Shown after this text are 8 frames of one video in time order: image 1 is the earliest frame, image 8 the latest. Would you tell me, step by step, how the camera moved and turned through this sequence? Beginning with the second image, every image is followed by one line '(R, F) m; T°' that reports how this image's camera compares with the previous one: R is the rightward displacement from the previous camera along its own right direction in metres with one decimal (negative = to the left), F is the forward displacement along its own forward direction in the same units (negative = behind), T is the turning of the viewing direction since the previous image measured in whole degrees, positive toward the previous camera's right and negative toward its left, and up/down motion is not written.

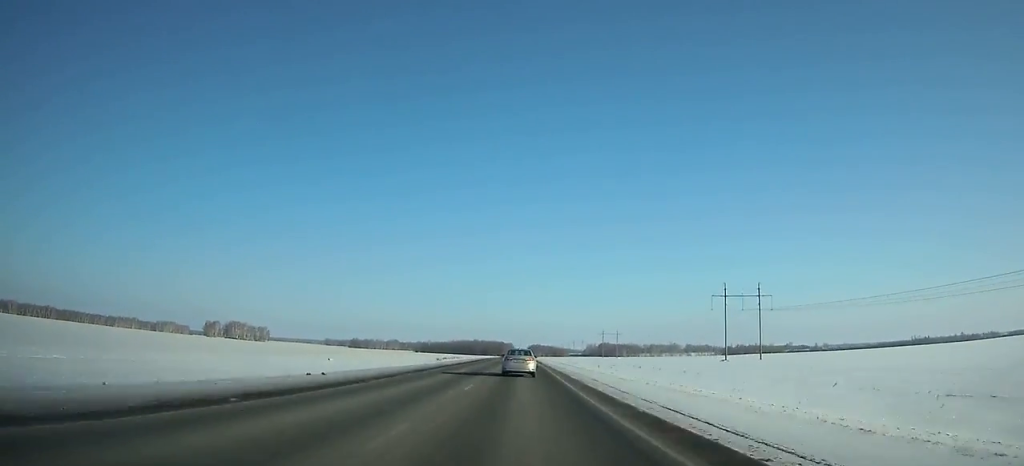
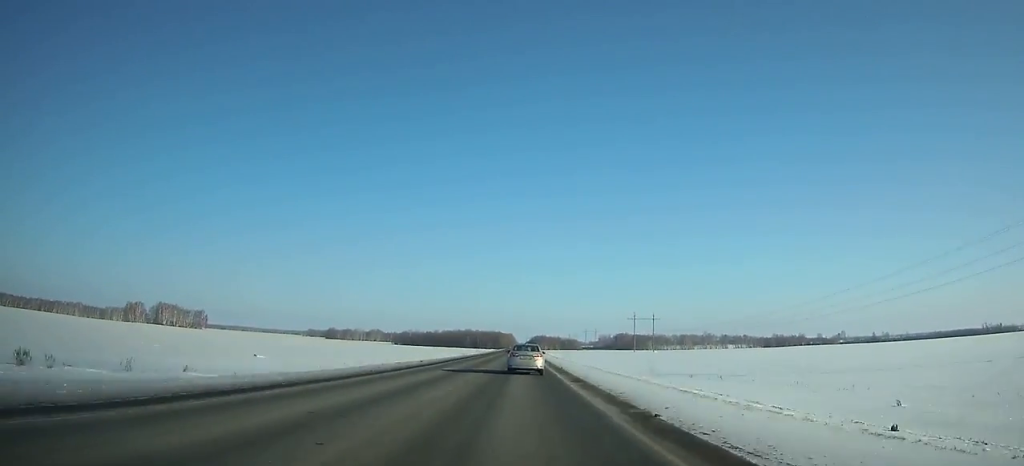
(-0.1, +147.4) m; 0°
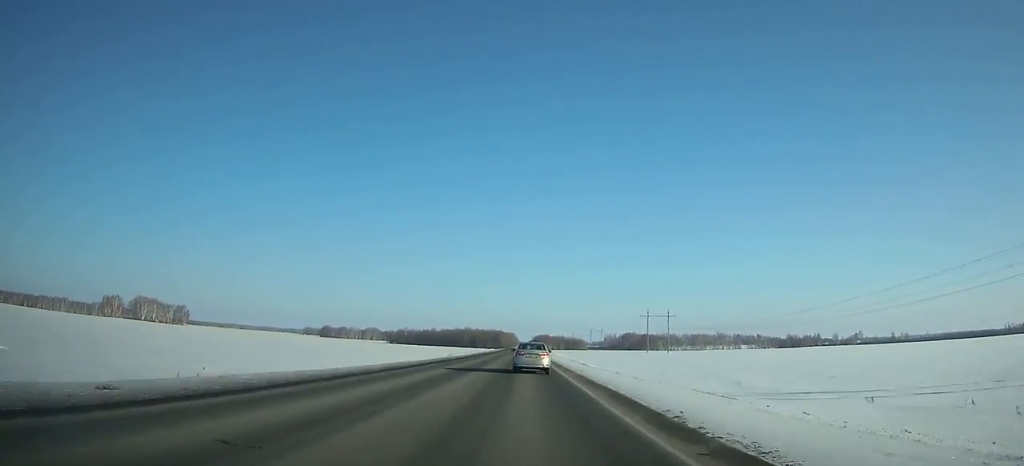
(0.0, +37.5) m; 0°
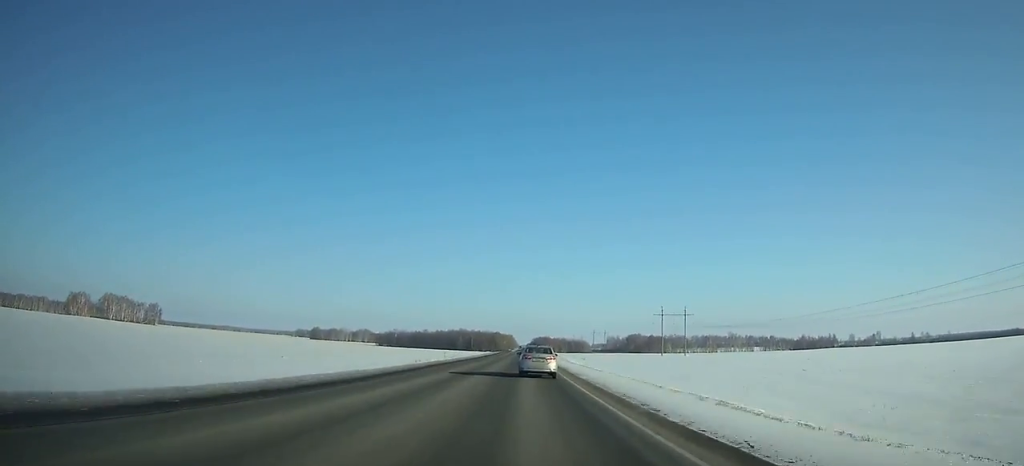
(0.0, +40.1) m; 0°
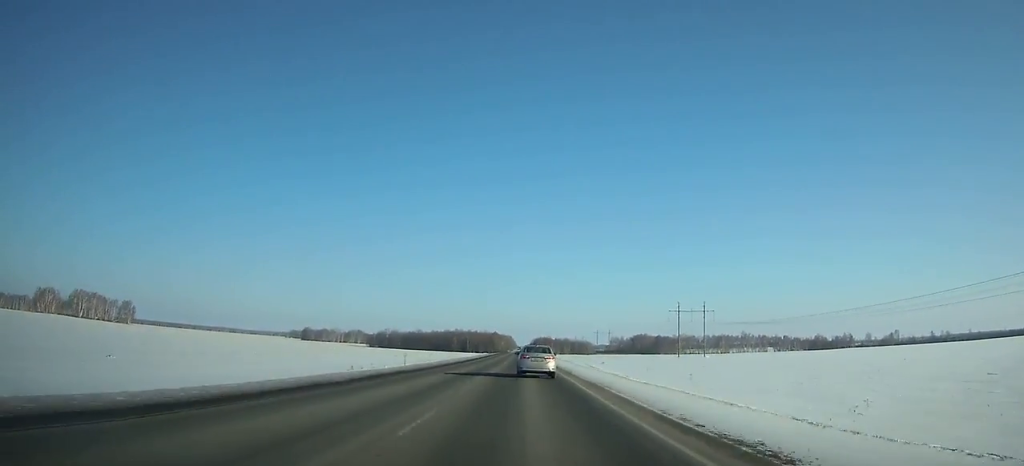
(0.0, +37.2) m; 0°
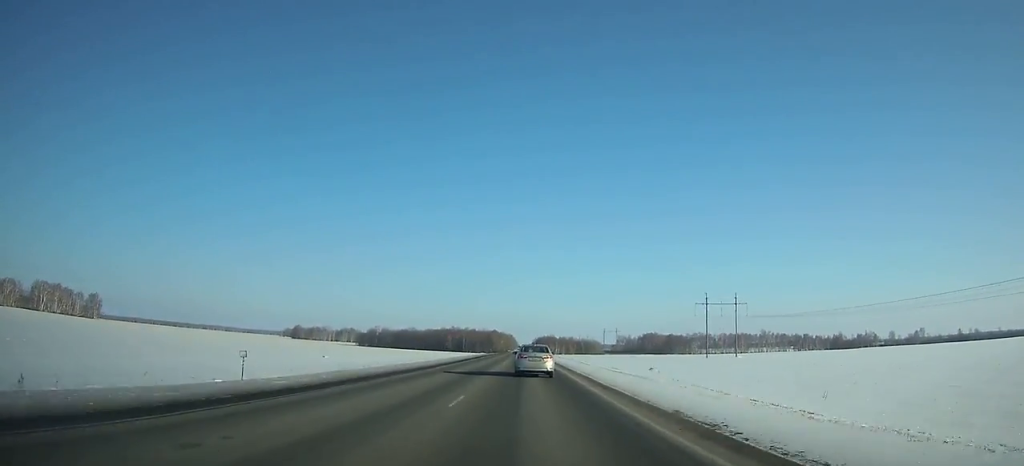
(0.0, +42.3) m; 0°
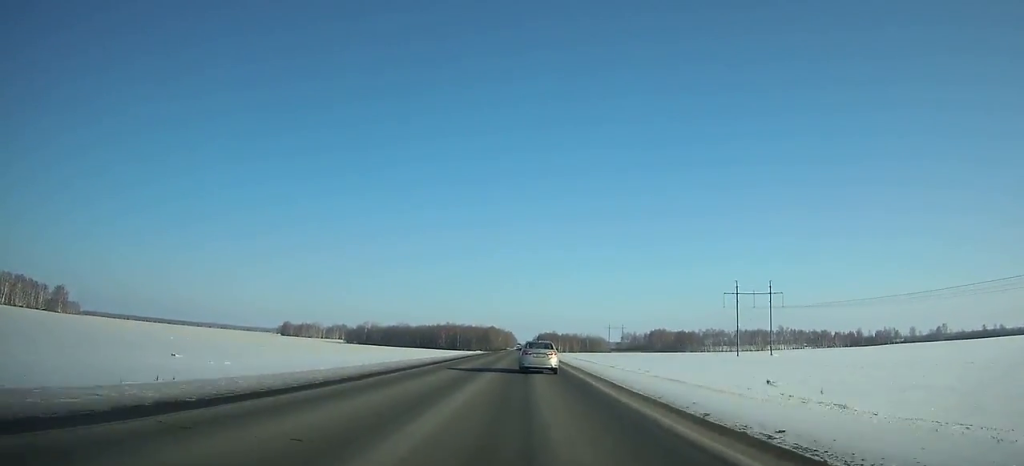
(-0.1, +36.7) m; 0°
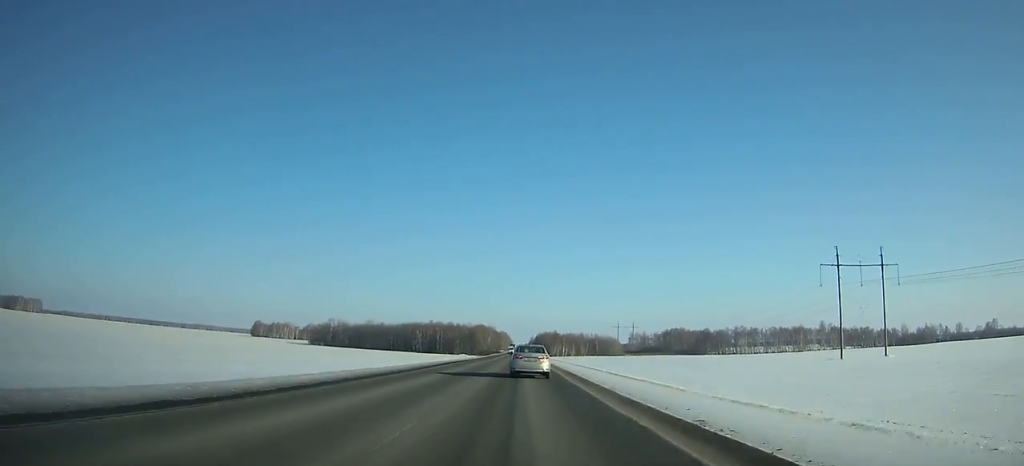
(+0.4, +75.2) m; 0°
